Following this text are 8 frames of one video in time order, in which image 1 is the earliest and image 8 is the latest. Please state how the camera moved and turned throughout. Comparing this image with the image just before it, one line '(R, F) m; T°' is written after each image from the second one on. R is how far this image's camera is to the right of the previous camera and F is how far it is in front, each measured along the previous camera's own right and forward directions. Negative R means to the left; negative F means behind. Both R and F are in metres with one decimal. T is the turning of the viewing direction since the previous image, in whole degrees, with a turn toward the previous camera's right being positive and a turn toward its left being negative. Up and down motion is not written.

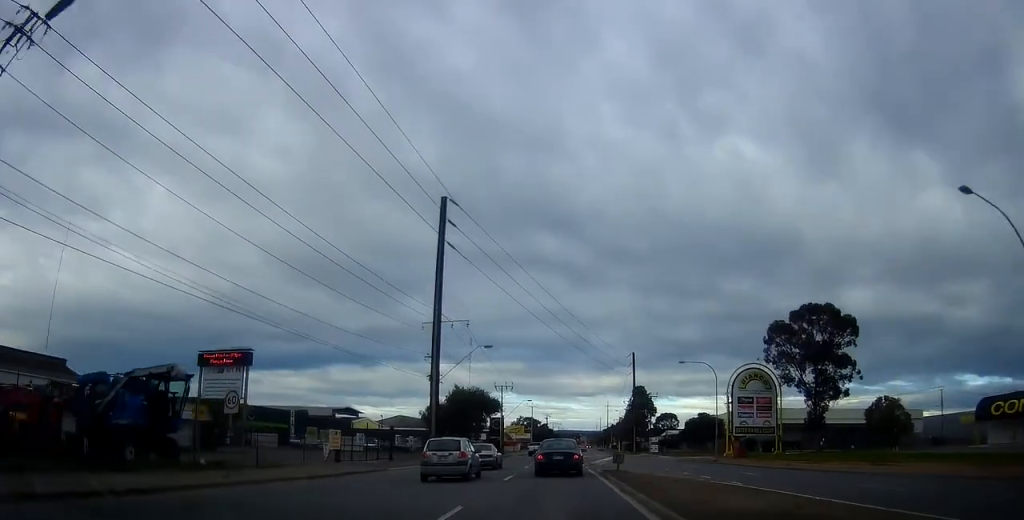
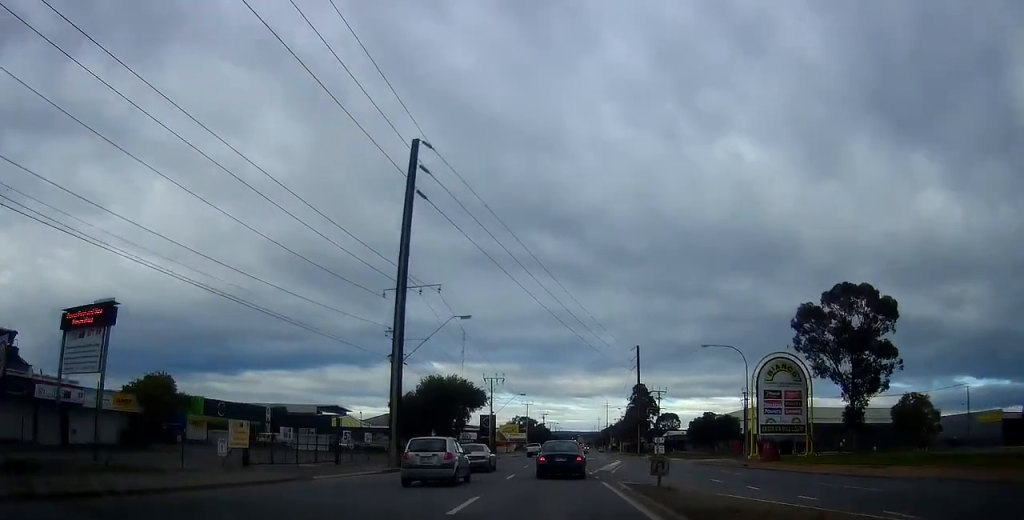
(-0.3, +9.9) m; 0°
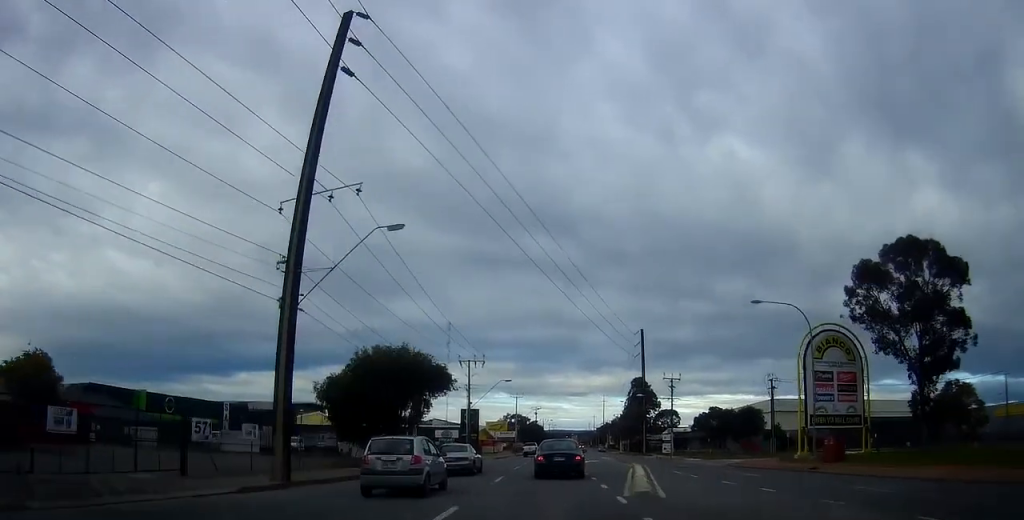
(+0.3, +13.6) m; +1°
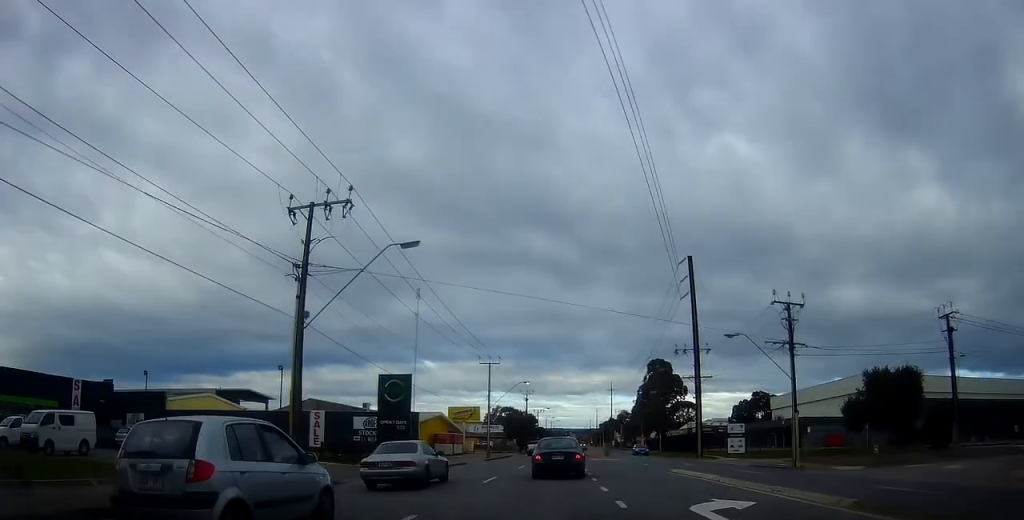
(-0.6, +37.4) m; -1°
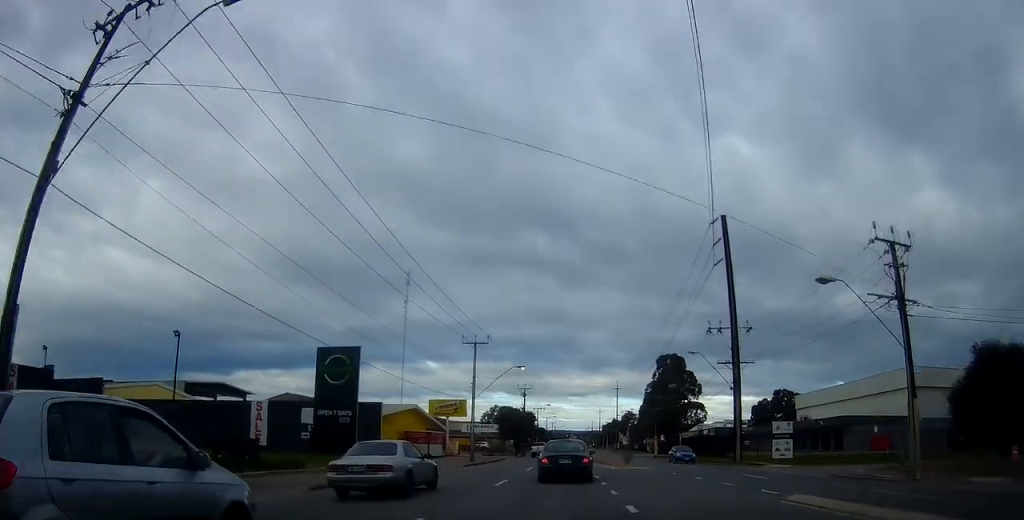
(+0.4, +12.2) m; +1°
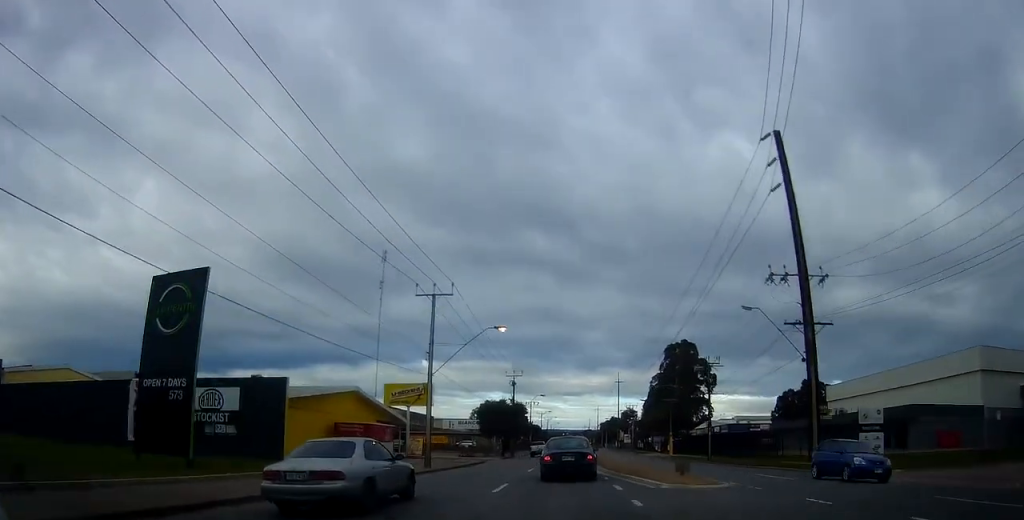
(+0.1, +14.9) m; -1°
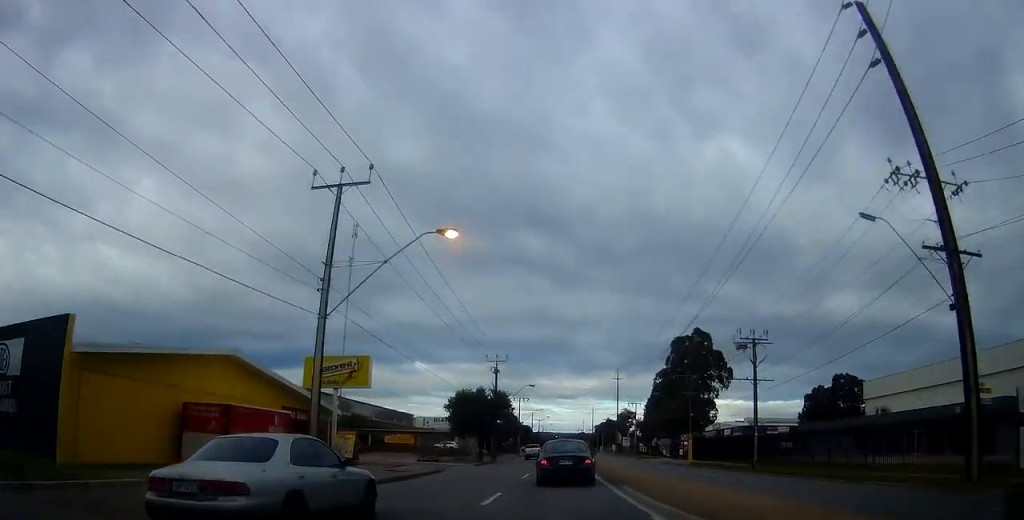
(-0.3, +14.5) m; +1°
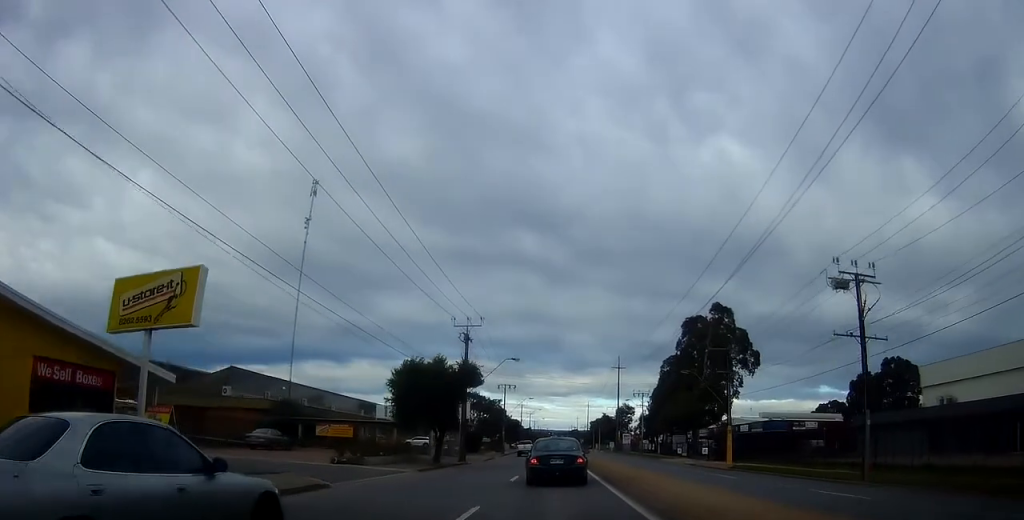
(+0.5, +16.1) m; +2°
